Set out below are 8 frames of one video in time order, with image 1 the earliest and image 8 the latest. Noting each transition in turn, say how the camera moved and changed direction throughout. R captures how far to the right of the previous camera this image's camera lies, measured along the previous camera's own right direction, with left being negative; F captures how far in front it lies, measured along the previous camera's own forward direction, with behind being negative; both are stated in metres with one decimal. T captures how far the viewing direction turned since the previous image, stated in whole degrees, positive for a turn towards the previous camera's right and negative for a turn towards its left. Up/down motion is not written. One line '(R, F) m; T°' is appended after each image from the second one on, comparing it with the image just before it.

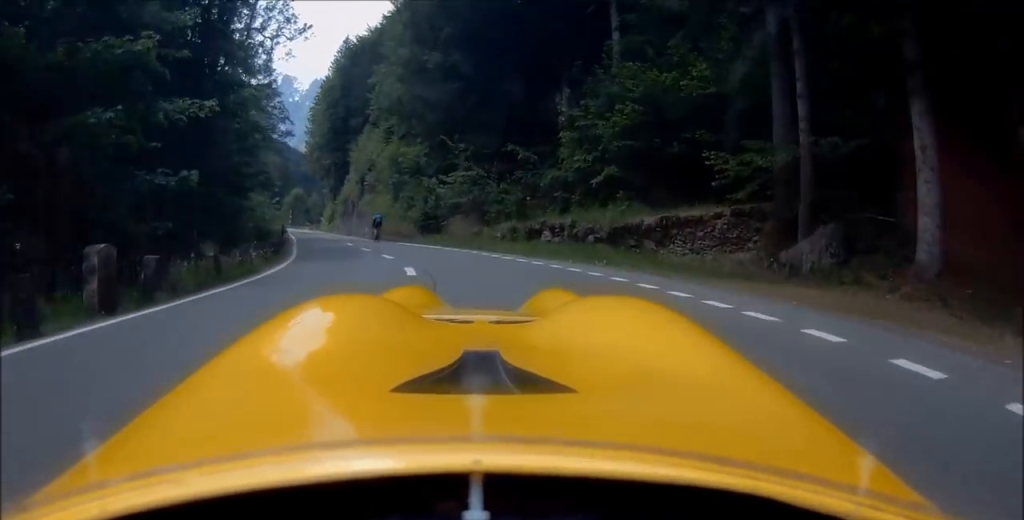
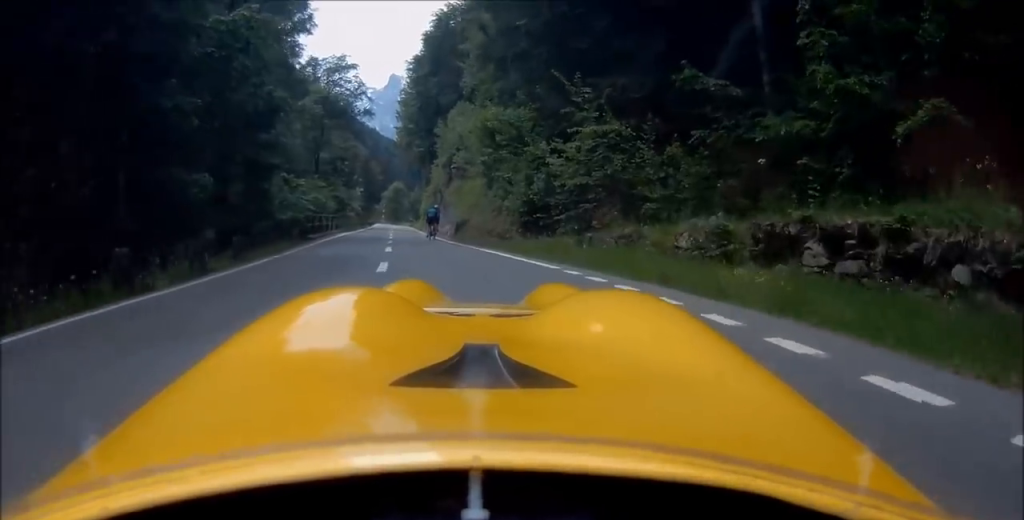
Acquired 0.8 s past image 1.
(-2.1, +13.3) m; -8°
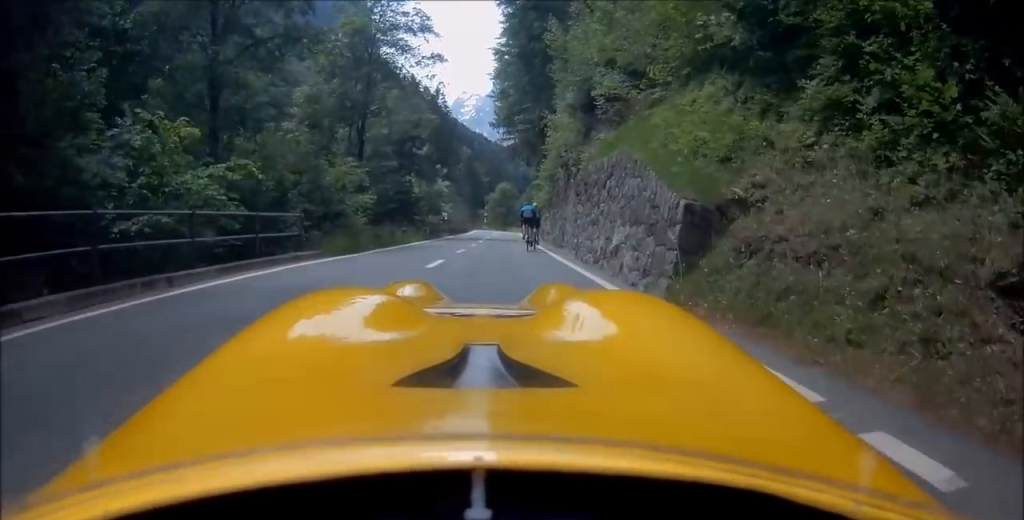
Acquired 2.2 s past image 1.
(+0.2, +23.0) m; +1°
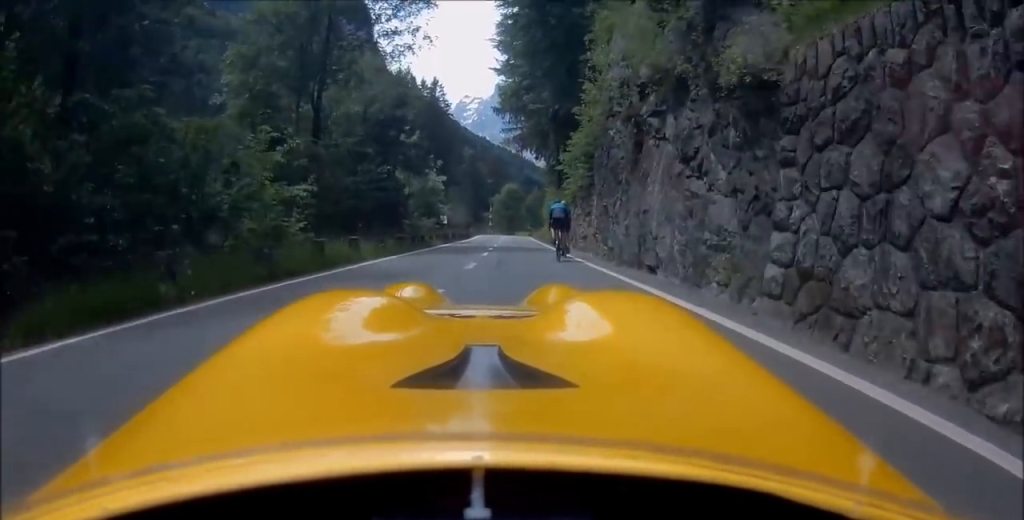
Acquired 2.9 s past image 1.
(0.0, +11.1) m; 0°
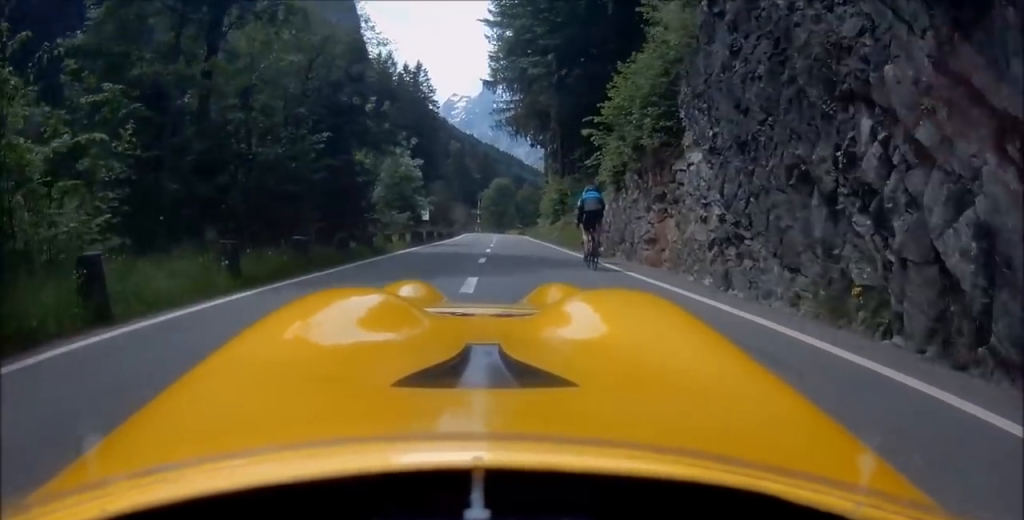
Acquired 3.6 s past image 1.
(0.0, +10.9) m; -1°
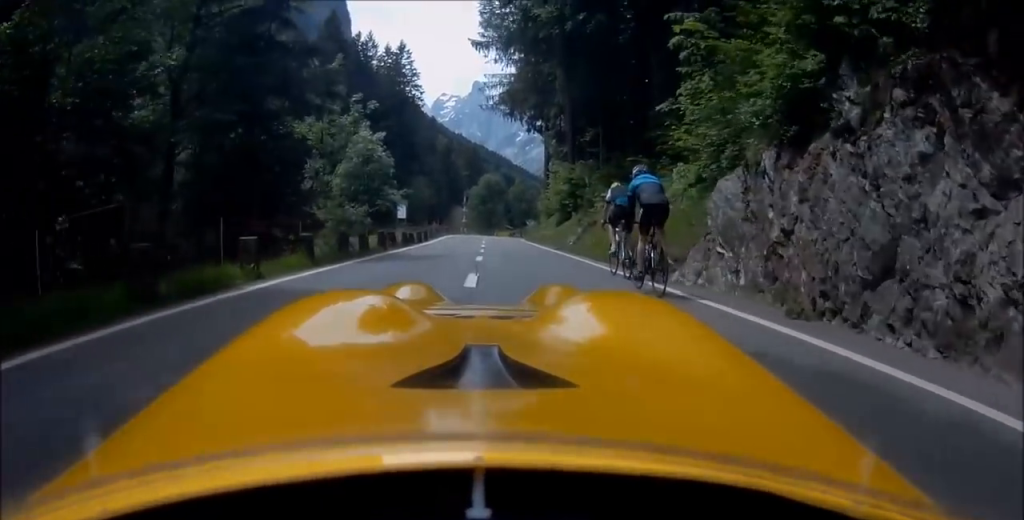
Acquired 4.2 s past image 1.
(-0.1, +11.1) m; -2°
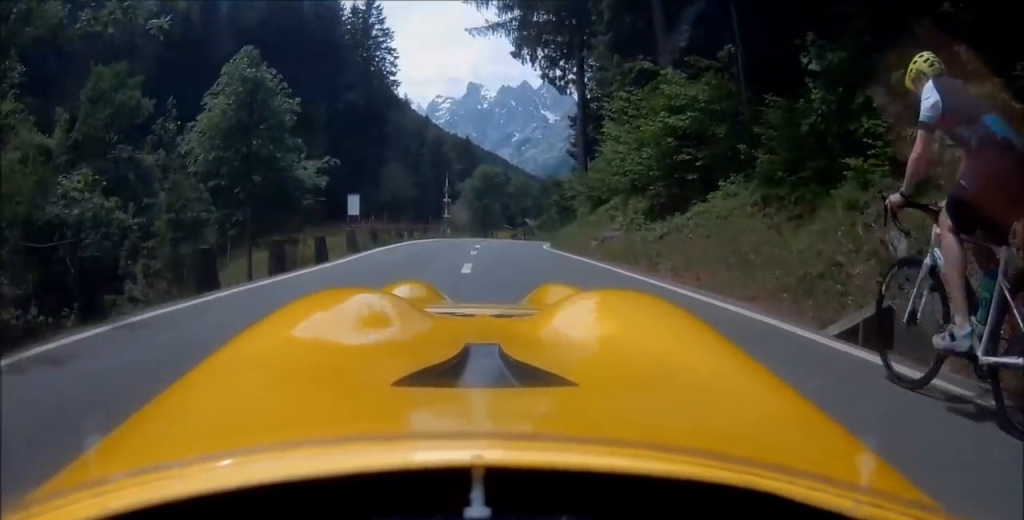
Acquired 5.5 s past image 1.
(-0.8, +21.7) m; 0°
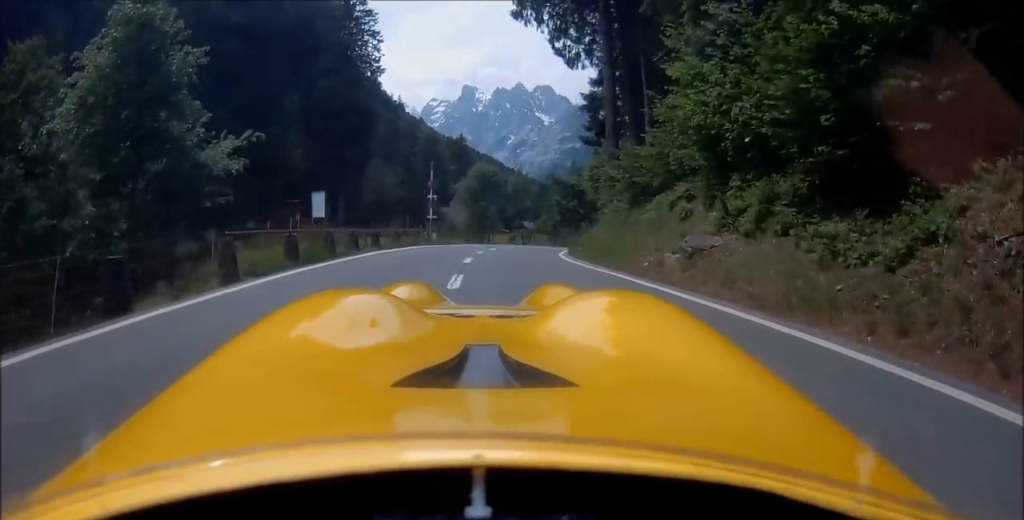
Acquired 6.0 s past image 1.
(+0.4, +8.0) m; +2°
